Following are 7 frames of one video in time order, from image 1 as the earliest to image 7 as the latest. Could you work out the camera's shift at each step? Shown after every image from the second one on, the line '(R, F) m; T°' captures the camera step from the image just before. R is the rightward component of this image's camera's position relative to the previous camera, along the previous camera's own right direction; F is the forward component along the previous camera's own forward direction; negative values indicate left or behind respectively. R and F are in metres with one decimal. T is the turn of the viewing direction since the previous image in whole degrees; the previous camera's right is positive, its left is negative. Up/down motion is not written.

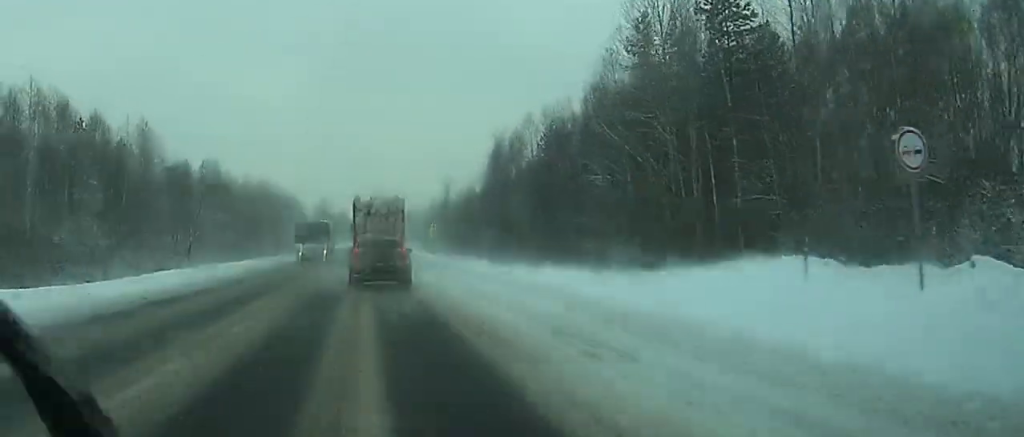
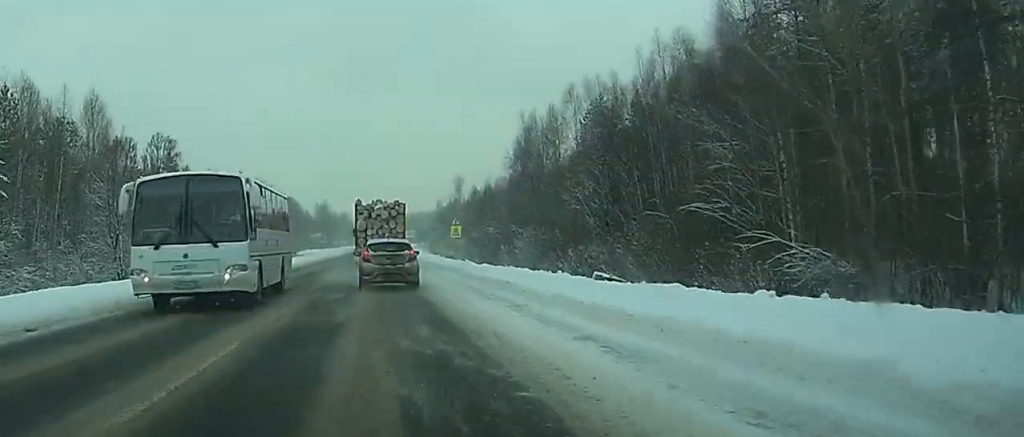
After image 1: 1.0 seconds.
(0.0, +20.4) m; 0°
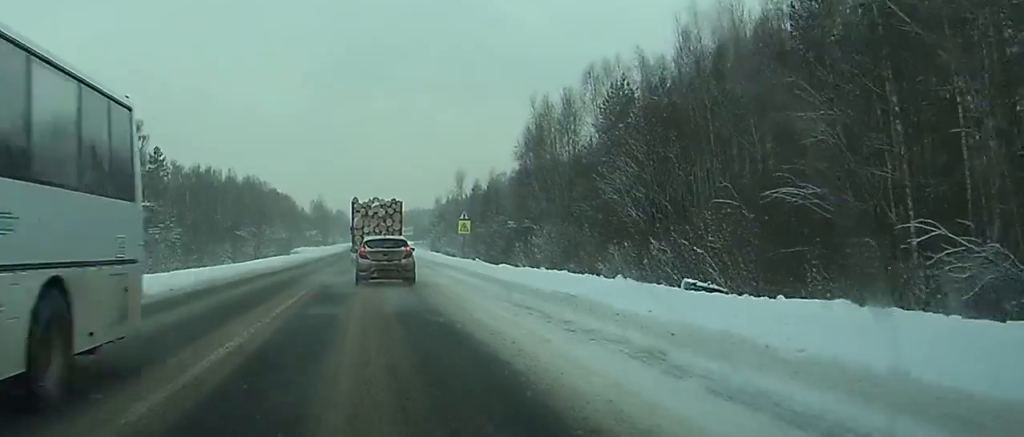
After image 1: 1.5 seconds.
(0.0, +8.5) m; 0°
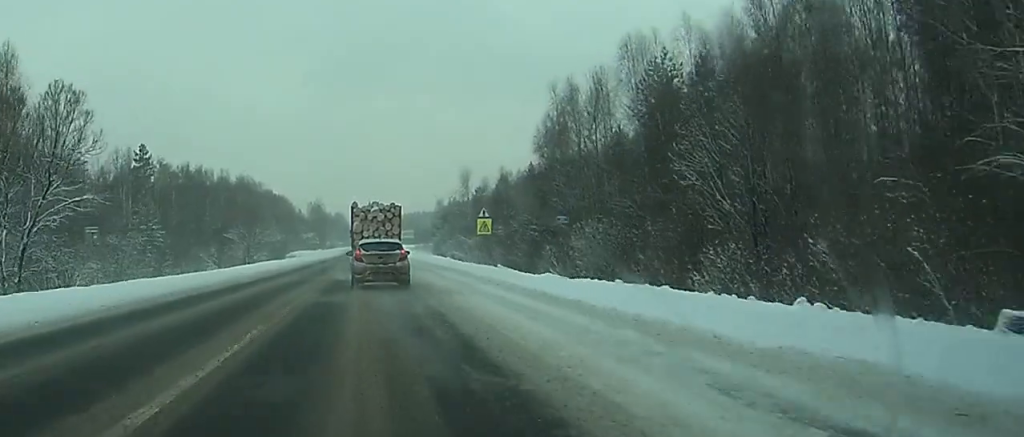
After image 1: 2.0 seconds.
(0.0, +11.0) m; 0°
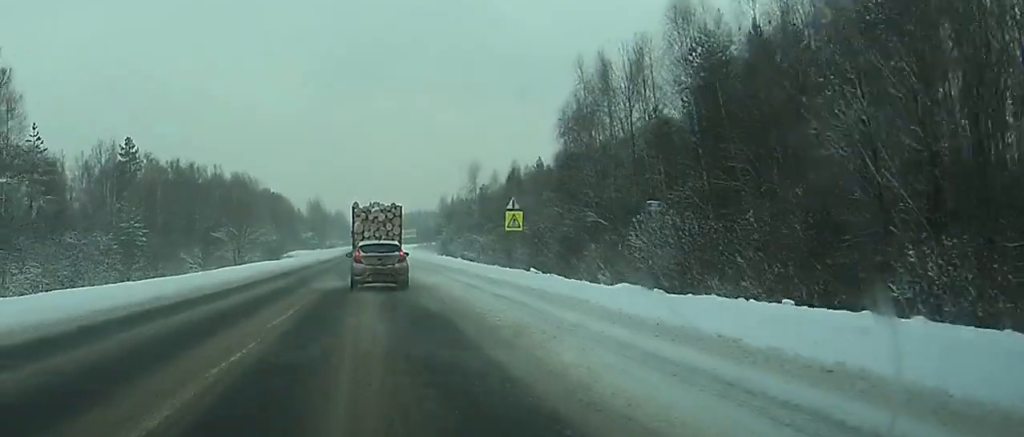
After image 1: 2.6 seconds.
(0.0, +10.3) m; 0°
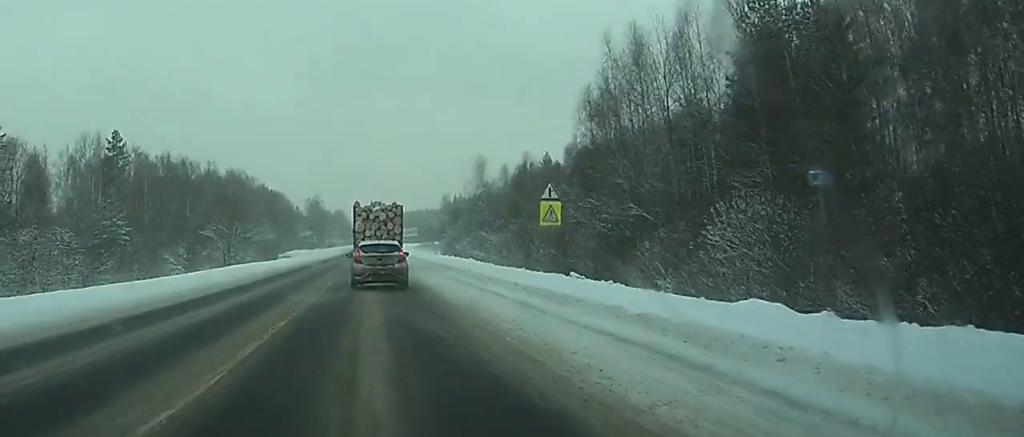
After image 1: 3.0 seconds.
(0.0, +8.4) m; 0°
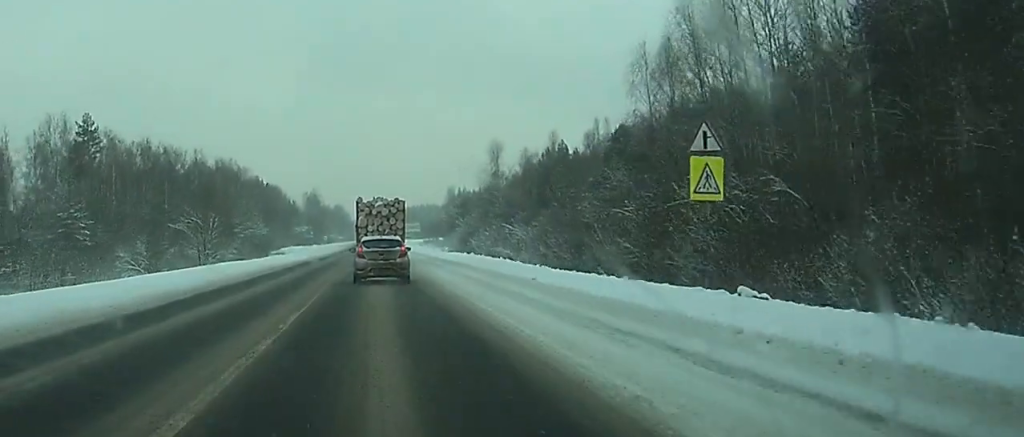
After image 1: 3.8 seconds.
(+0.1, +16.2) m; 0°
